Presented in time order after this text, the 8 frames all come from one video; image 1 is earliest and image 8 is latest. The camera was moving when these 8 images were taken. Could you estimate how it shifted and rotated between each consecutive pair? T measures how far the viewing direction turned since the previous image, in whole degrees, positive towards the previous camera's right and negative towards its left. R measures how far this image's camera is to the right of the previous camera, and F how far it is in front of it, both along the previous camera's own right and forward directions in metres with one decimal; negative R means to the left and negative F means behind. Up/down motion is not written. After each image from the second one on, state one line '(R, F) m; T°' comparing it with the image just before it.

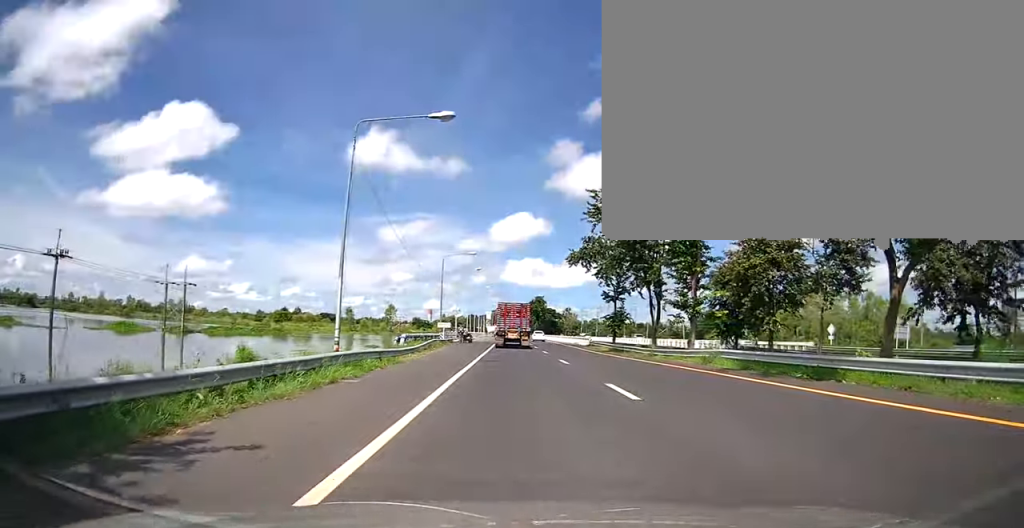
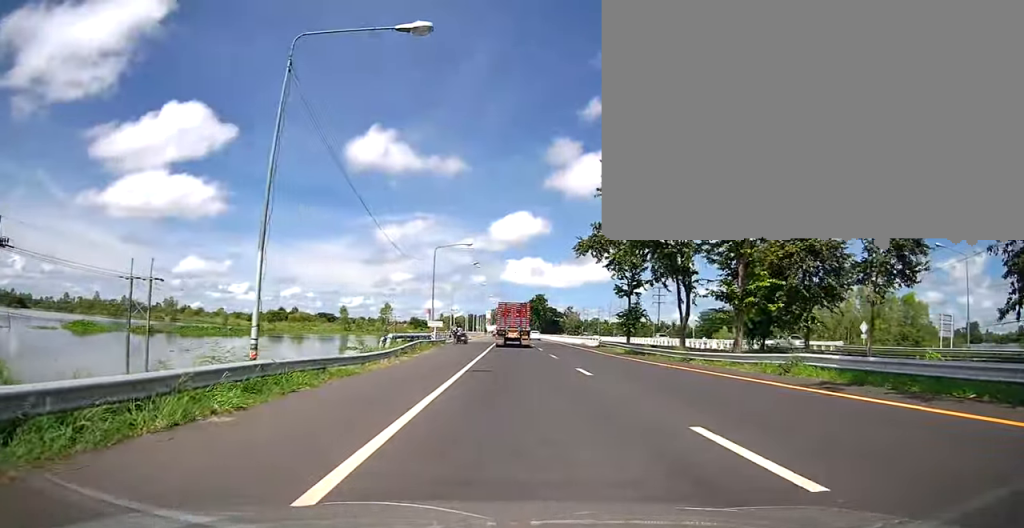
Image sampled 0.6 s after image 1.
(-0.1, +6.3) m; -1°
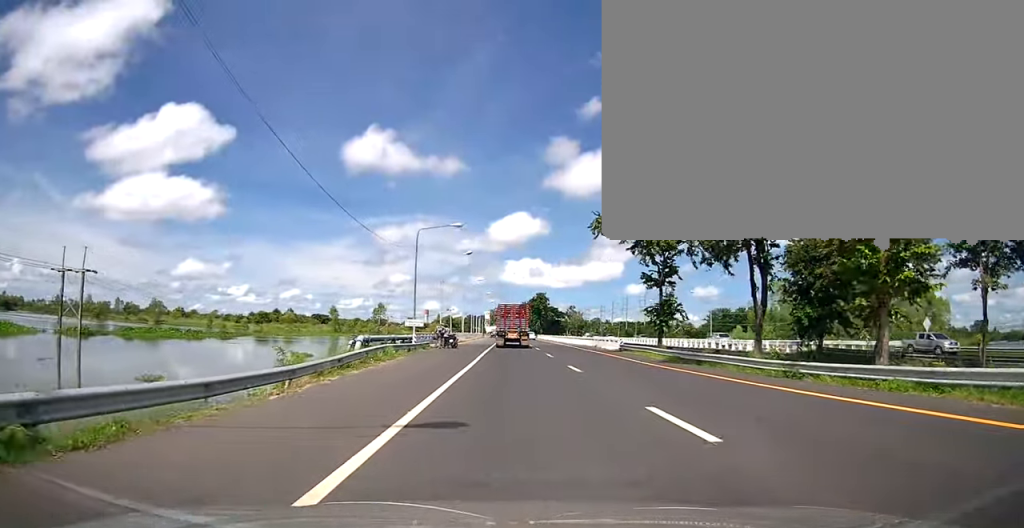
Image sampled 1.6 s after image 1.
(0.0, +9.9) m; 0°
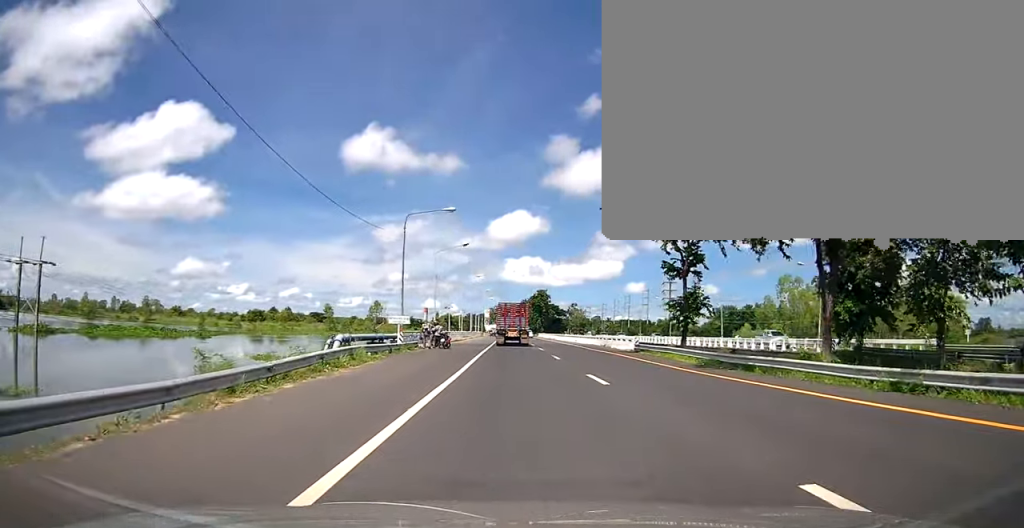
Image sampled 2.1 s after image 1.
(0.0, +5.1) m; 0°
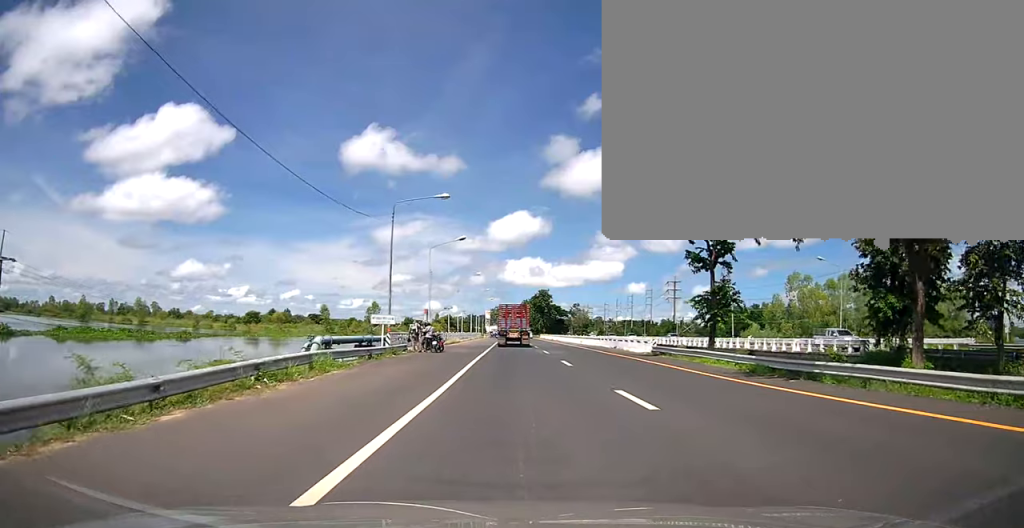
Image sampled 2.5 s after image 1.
(0.0, +4.3) m; 0°
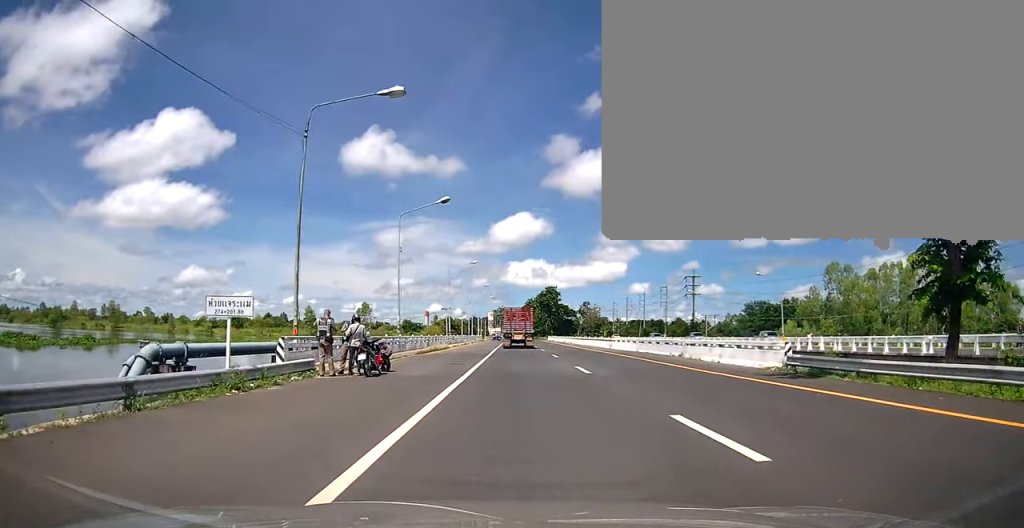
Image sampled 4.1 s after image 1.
(0.0, +15.9) m; 0°
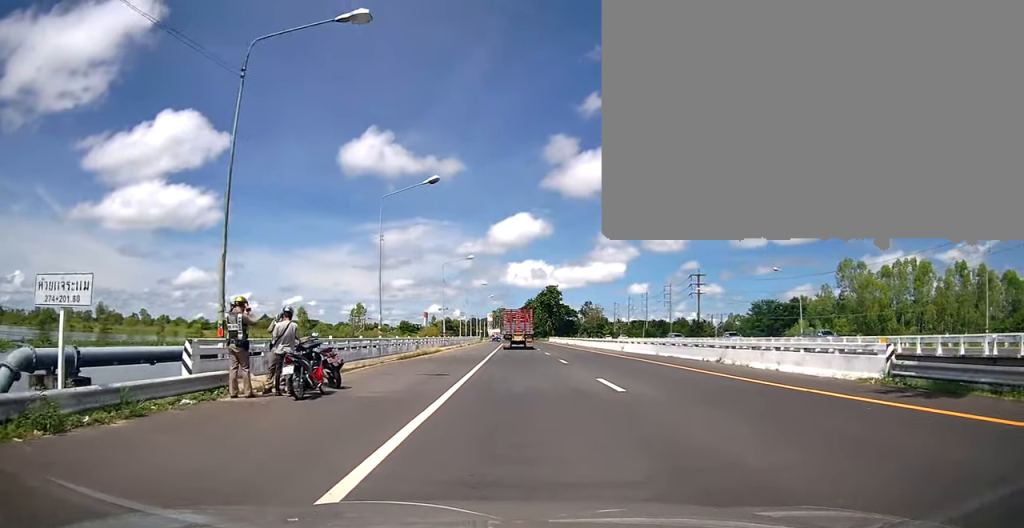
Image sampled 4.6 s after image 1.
(0.0, +5.1) m; 0°
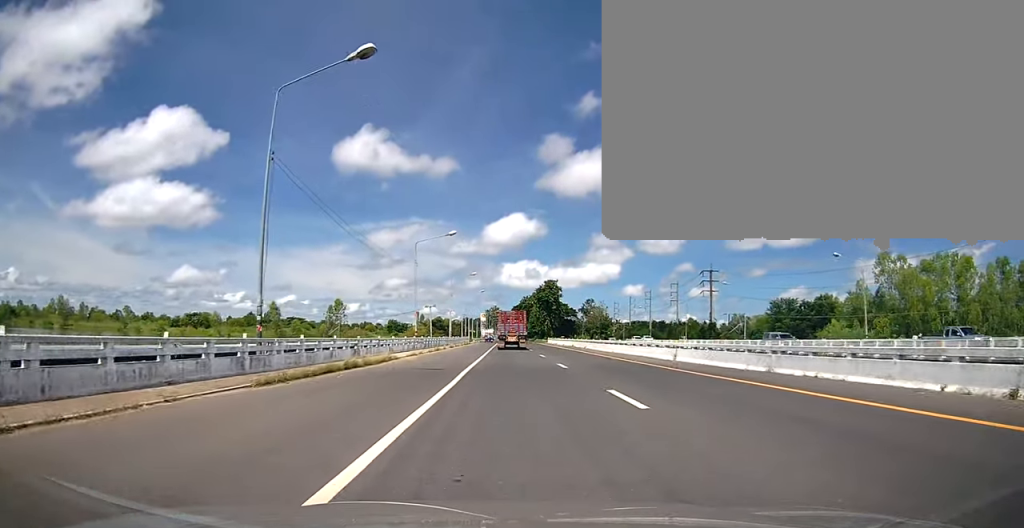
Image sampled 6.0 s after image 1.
(+0.2, +14.9) m; +1°
